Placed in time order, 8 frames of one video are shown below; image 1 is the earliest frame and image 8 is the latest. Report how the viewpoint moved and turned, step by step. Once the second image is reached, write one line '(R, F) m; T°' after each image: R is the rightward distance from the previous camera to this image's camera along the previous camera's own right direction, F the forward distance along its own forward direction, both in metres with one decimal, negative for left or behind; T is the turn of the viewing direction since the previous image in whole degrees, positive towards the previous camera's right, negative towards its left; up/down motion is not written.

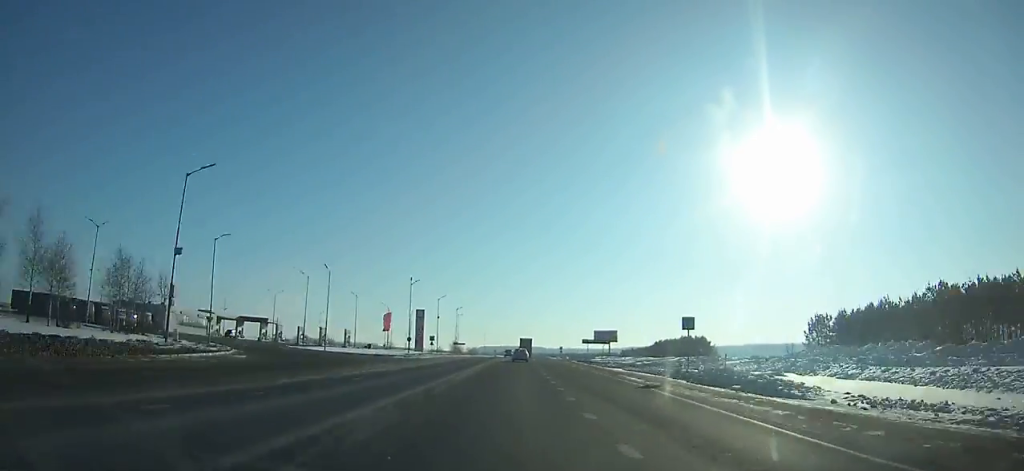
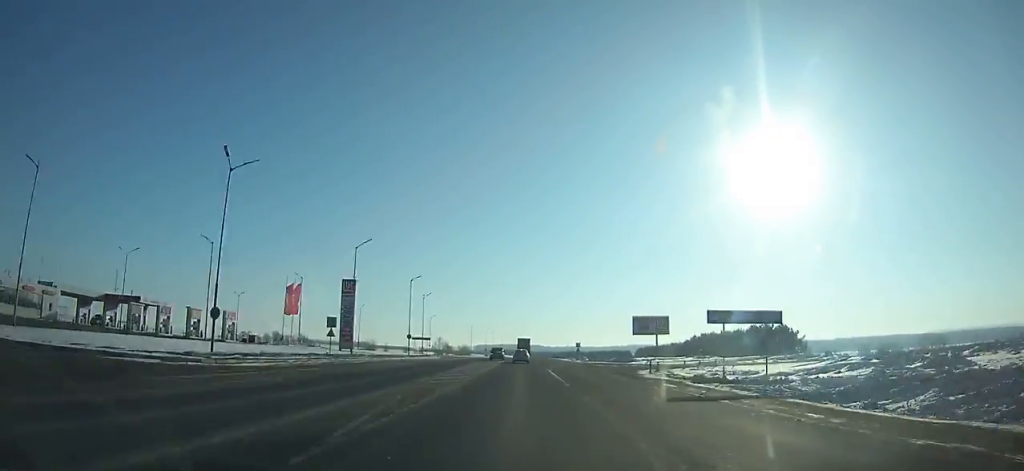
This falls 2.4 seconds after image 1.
(+0.3, +54.9) m; 0°
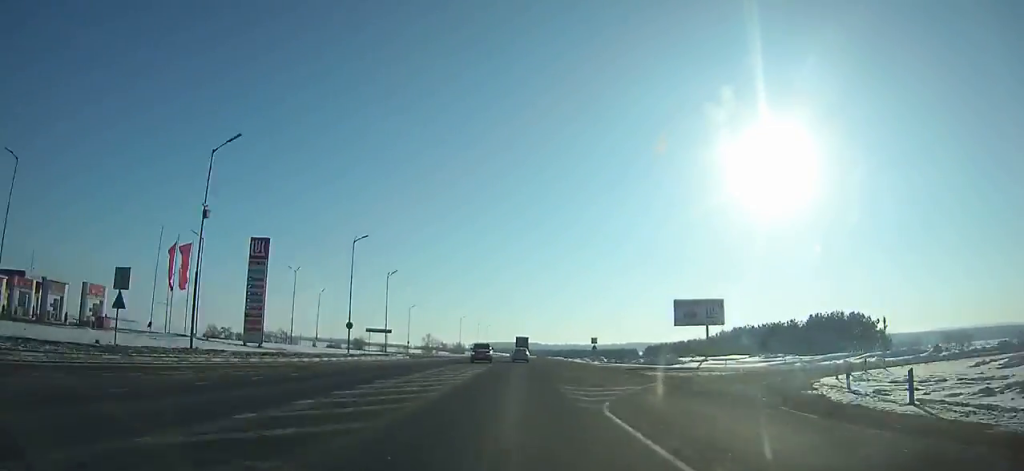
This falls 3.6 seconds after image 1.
(+0.1, +27.5) m; 0°
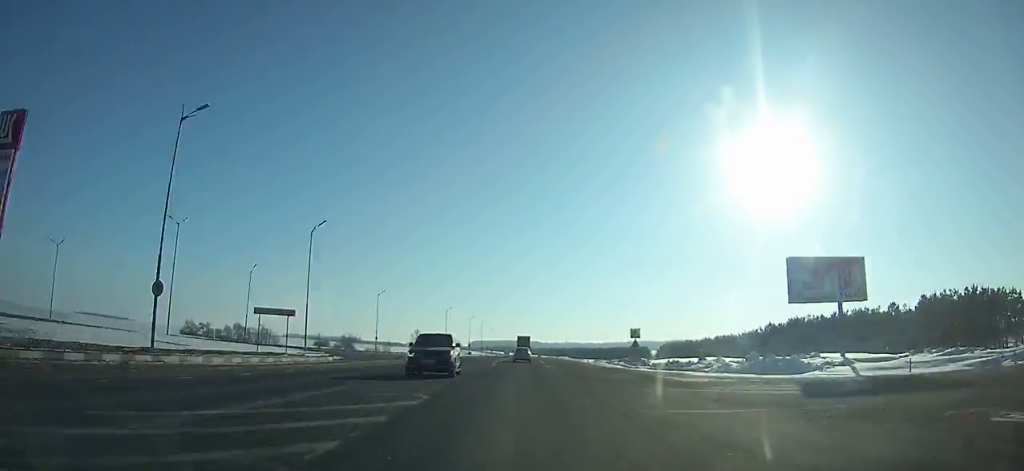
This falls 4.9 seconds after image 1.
(0.0, +29.9) m; 0°
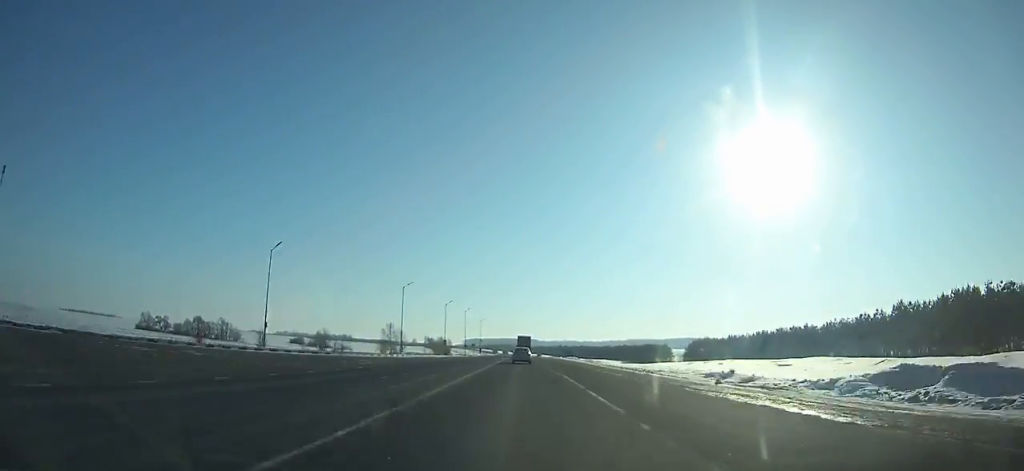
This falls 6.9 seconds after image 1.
(0.0, +45.9) m; 0°
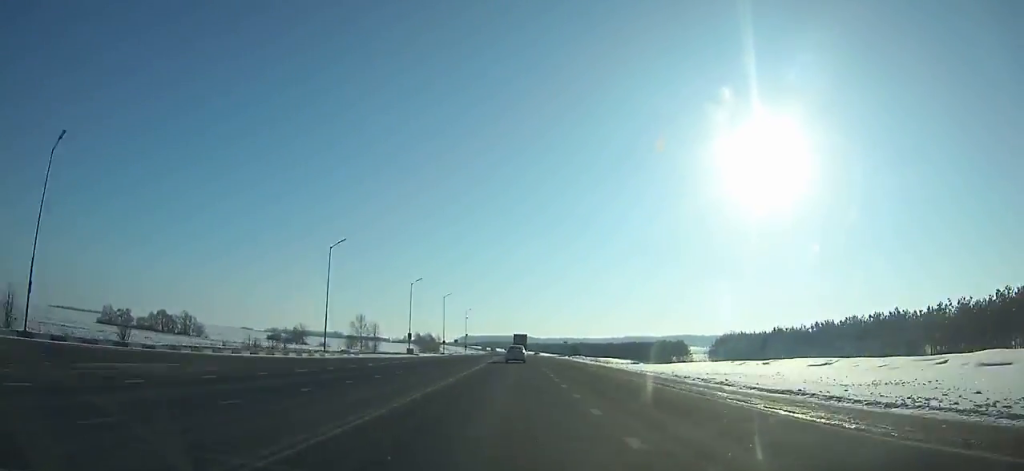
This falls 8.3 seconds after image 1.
(+0.1, +31.8) m; 0°
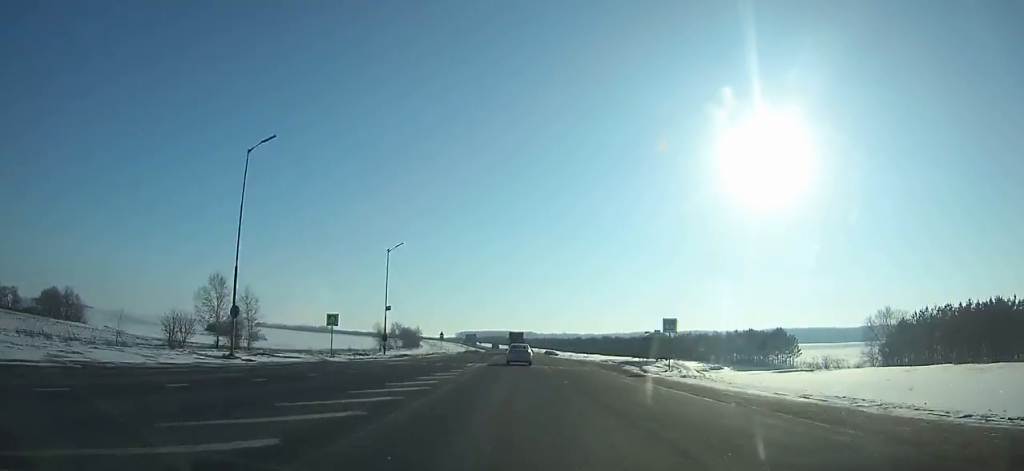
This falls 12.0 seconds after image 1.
(+0.2, +82.5) m; 0°
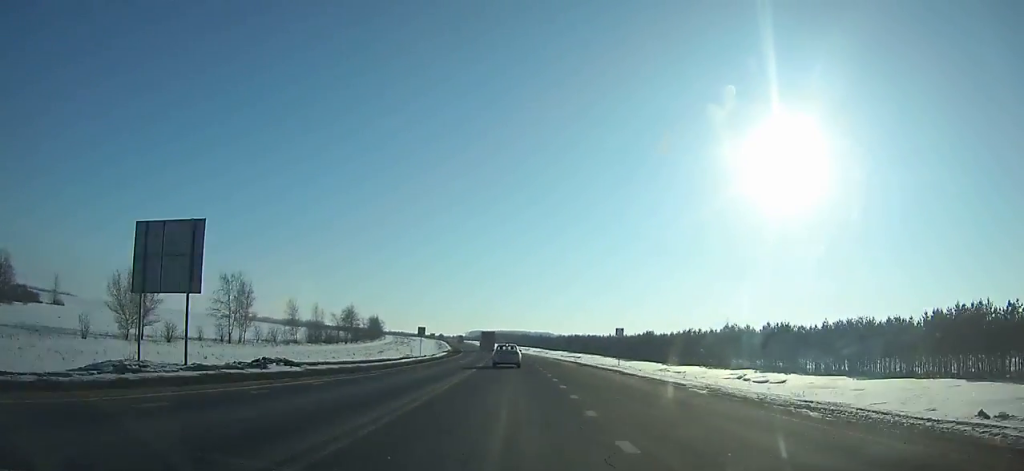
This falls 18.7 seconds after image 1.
(-2.0, +142.8) m; -3°
